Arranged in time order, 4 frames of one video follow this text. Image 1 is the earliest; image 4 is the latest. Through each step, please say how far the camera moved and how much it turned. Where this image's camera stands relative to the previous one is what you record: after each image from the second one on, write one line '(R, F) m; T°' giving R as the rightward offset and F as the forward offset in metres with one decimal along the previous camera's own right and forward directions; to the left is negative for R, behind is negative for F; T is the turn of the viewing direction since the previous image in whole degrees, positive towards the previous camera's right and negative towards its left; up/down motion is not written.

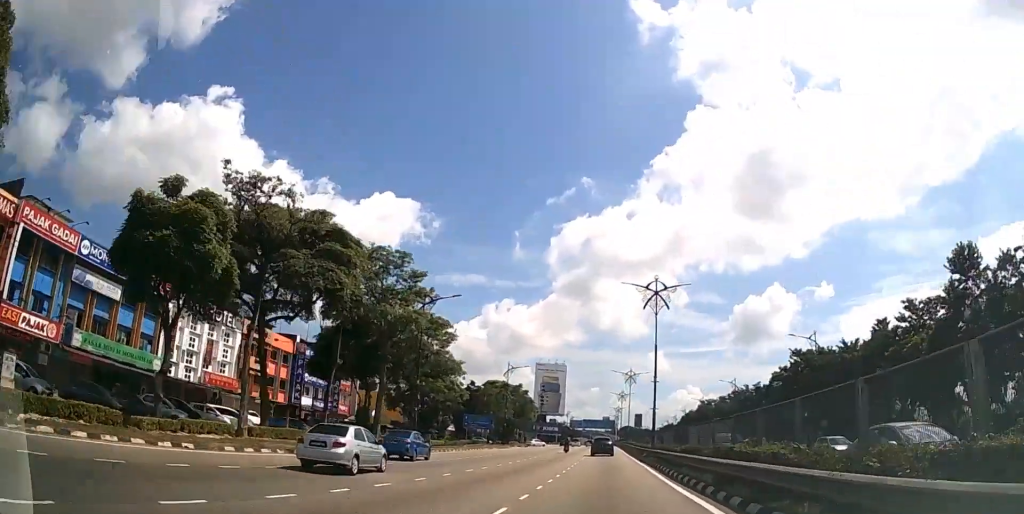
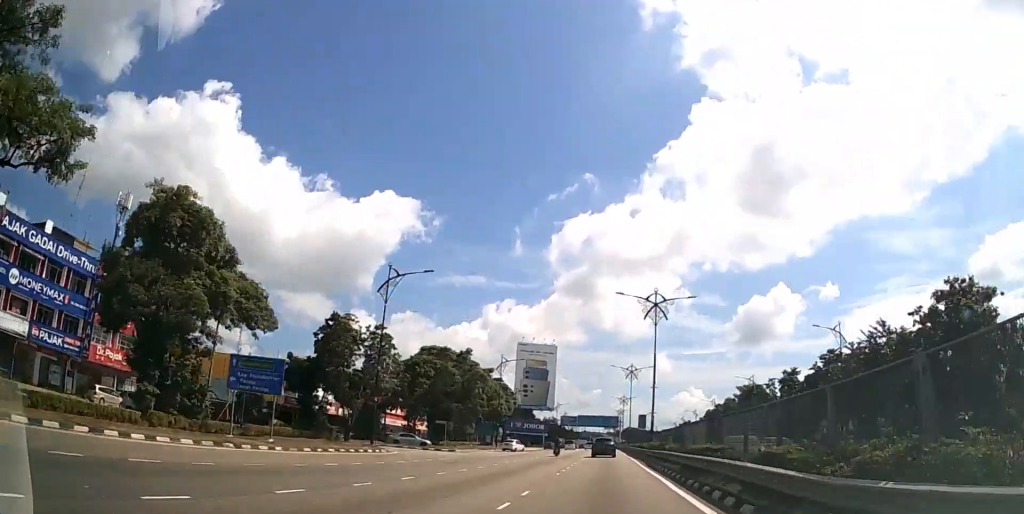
(-0.1, +48.2) m; -1°
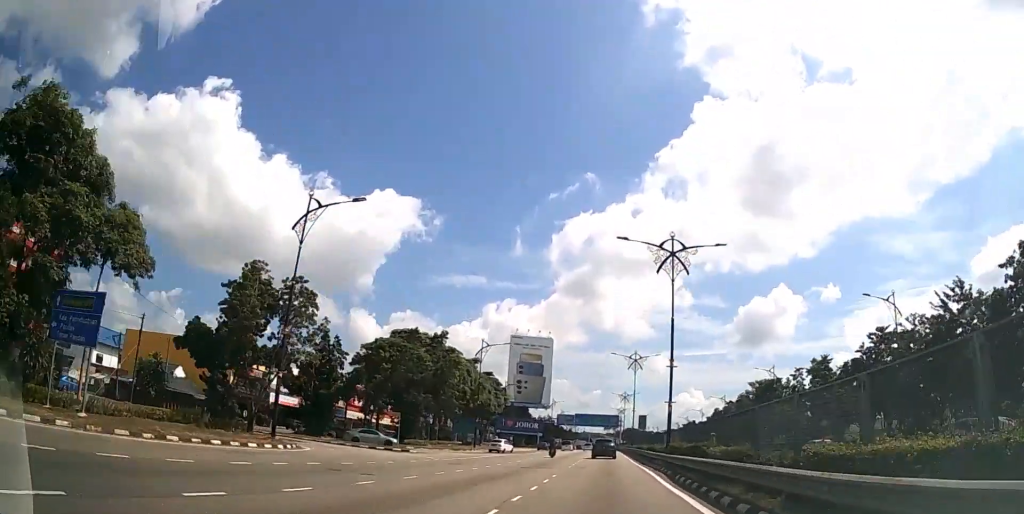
(0.0, +12.0) m; 0°
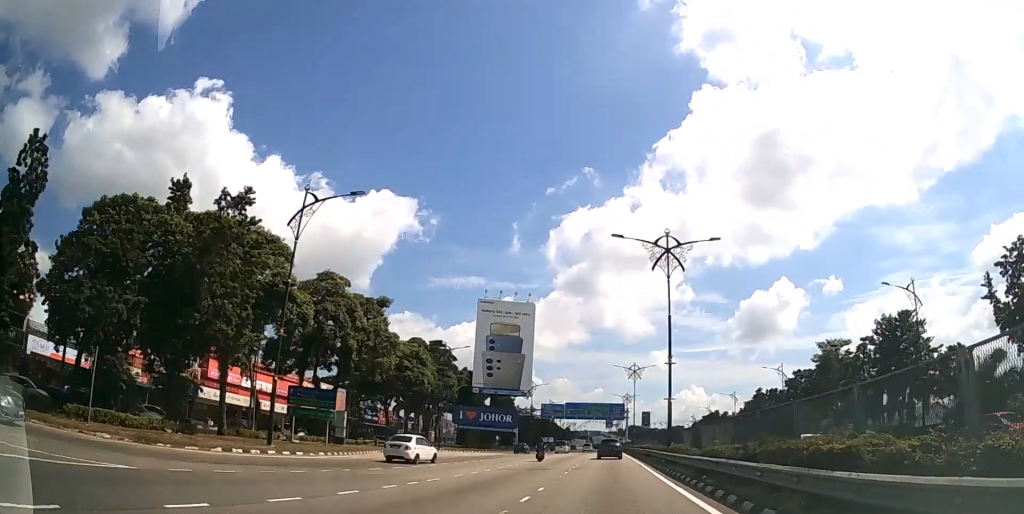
(0.0, +39.9) m; 0°
